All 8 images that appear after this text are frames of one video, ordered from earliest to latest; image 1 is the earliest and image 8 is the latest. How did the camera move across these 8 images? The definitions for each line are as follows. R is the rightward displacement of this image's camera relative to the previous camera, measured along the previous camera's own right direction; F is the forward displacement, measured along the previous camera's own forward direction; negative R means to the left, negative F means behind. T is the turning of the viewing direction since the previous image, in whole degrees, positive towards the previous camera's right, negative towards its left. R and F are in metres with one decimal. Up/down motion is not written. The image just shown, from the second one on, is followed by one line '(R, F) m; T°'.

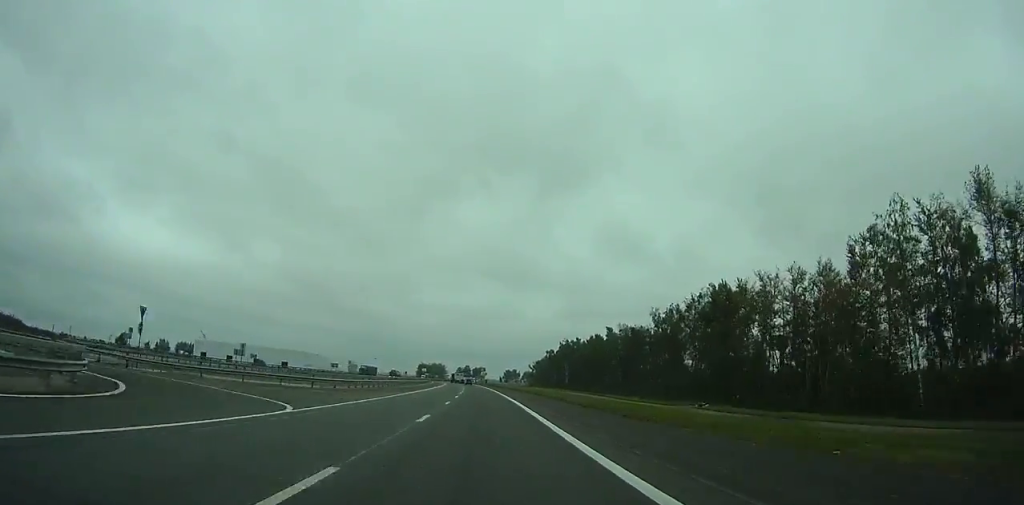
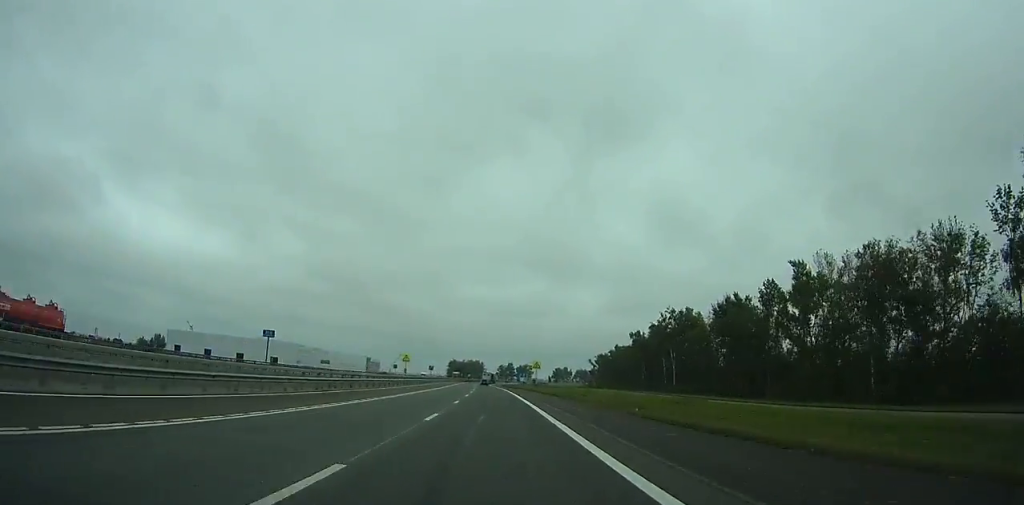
(-3.7, +108.8) m; -3°
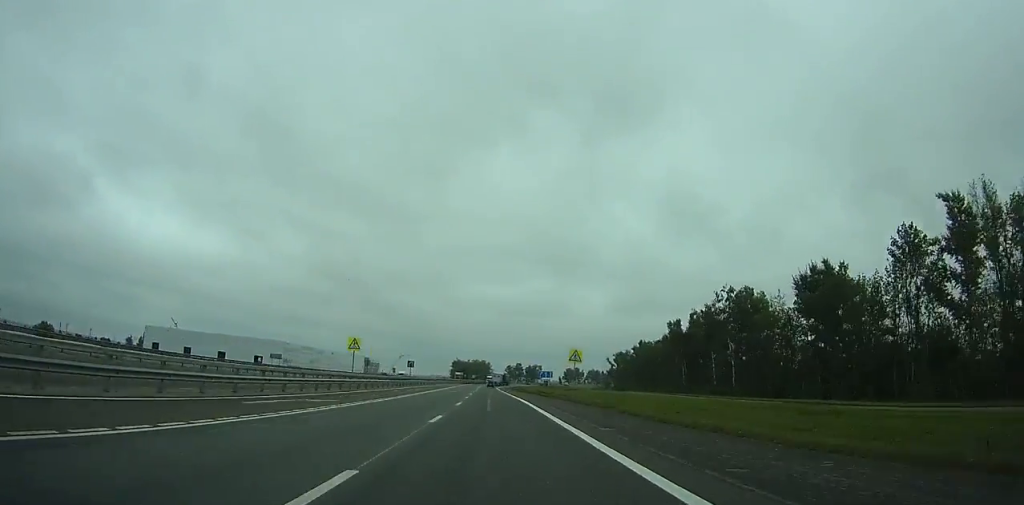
(-0.4, +35.5) m; -1°
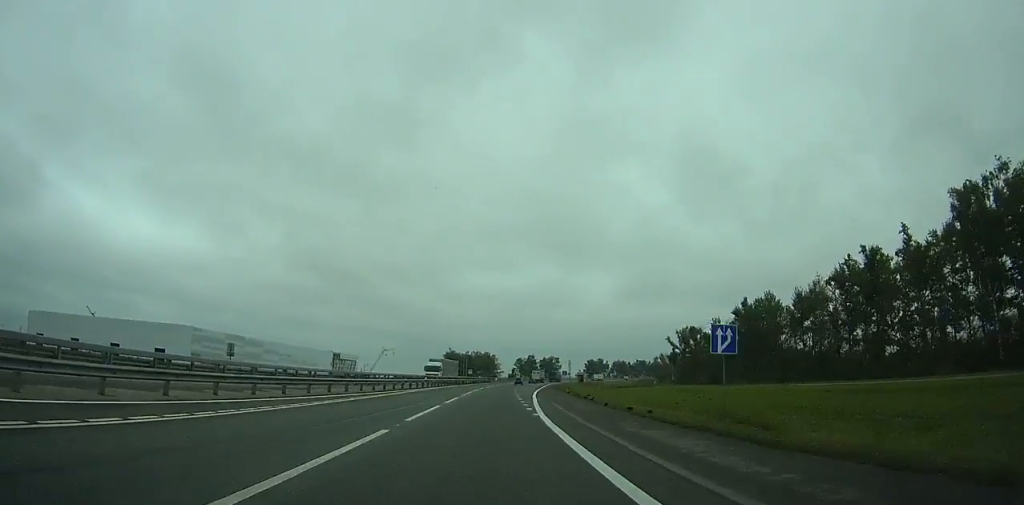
(-1.2, +108.5) m; 0°
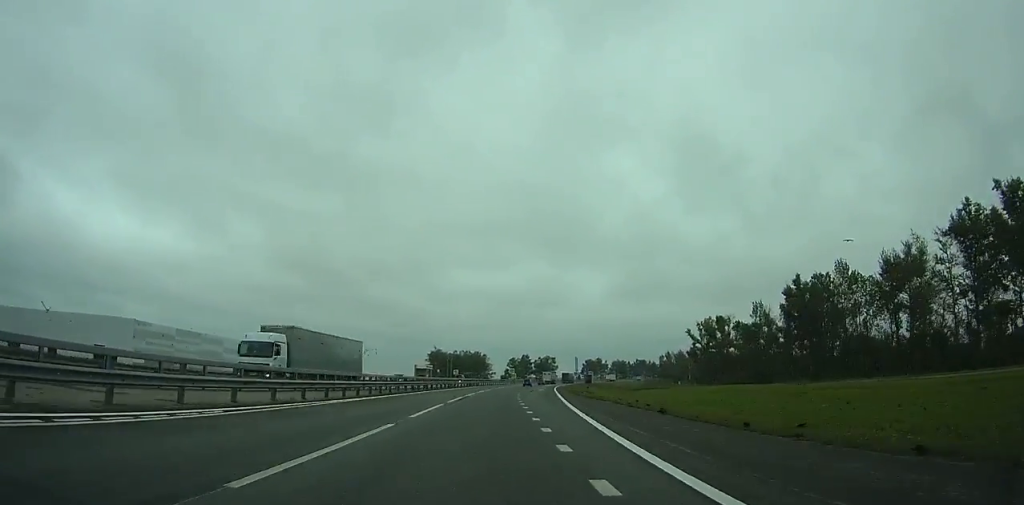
(+0.1, +34.9) m; +1°
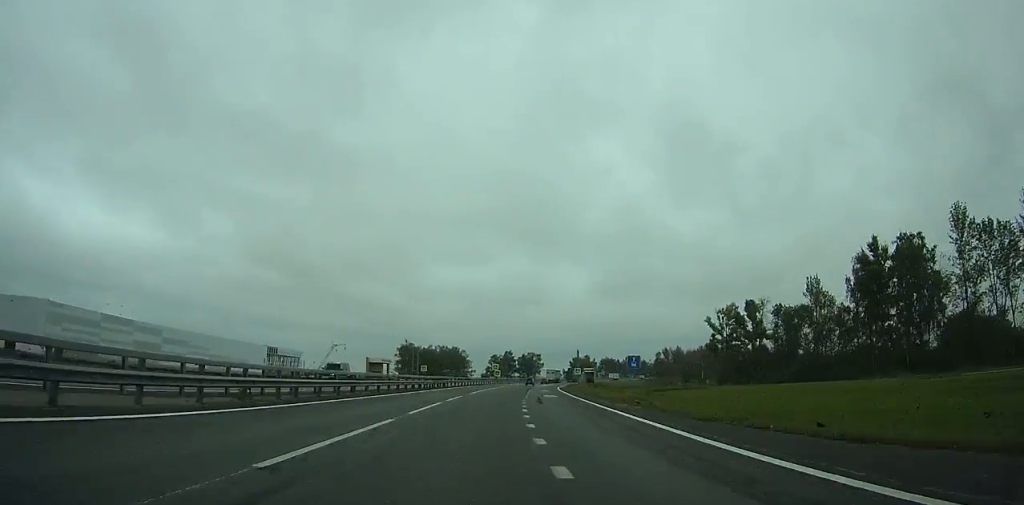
(-0.5, +34.9) m; +1°
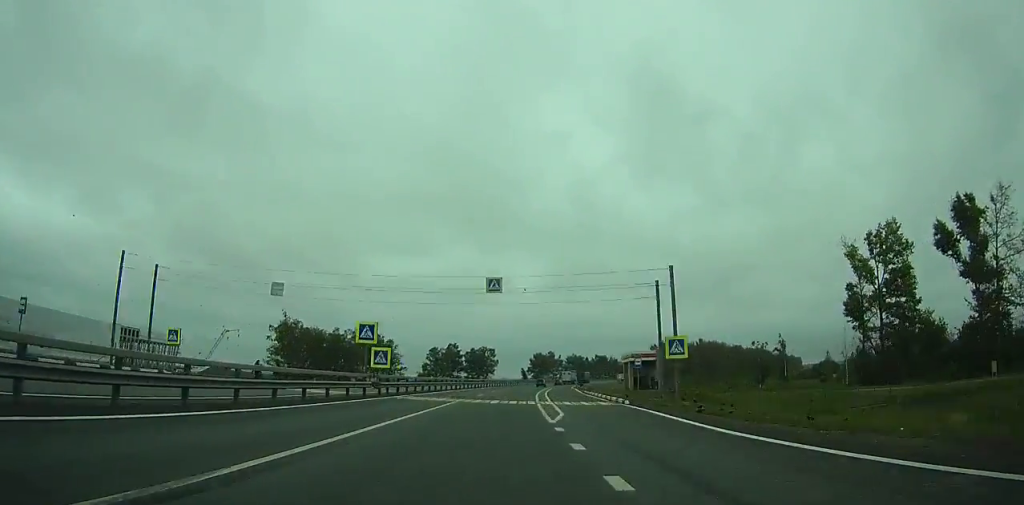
(+4.1, +89.7) m; +5°
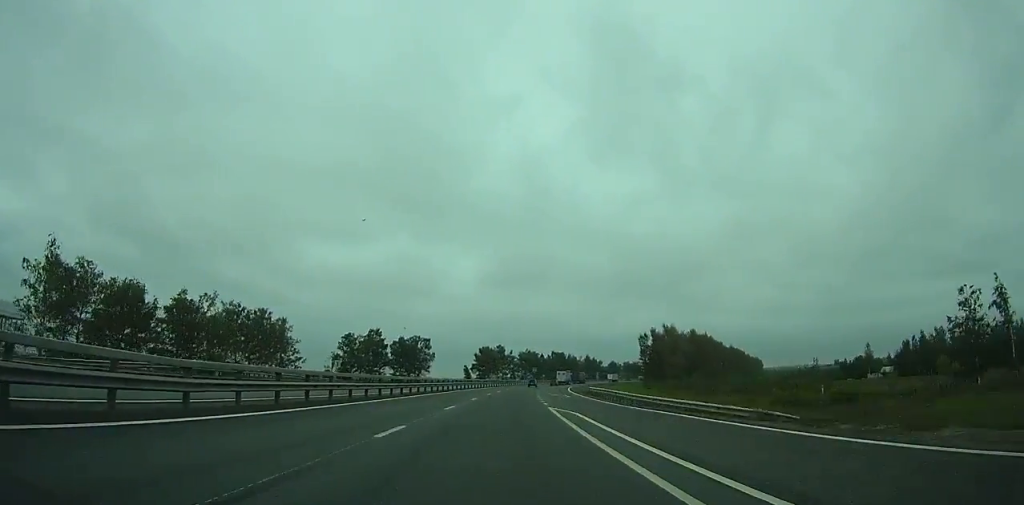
(+2.1, +68.2) m; +5°
